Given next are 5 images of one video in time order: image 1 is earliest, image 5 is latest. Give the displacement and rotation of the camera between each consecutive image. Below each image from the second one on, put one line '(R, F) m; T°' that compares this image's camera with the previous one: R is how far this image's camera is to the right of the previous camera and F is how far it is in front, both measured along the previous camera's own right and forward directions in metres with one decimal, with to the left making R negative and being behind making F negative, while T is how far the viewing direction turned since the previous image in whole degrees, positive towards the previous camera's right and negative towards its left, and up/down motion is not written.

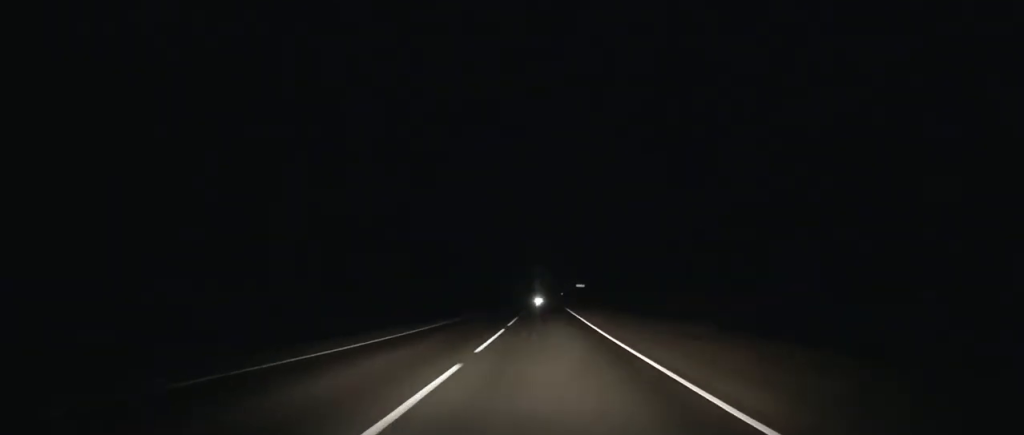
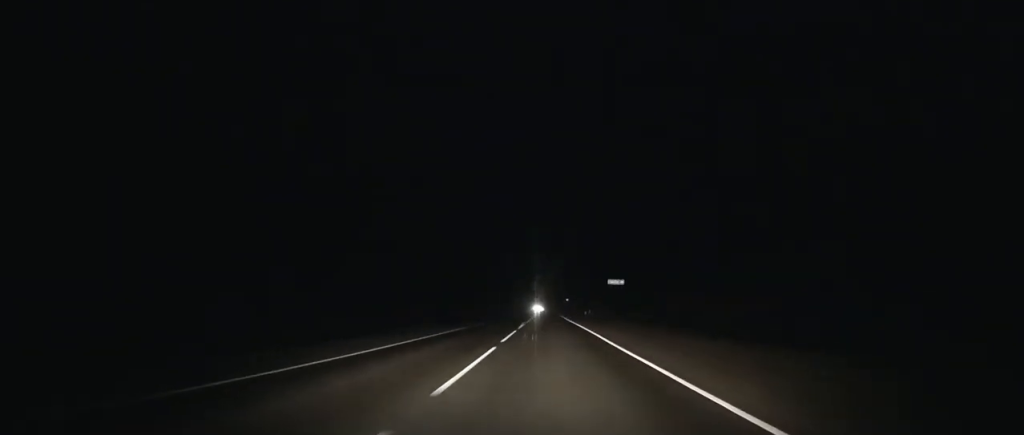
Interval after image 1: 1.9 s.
(-0.1, +52.7) m; 0°
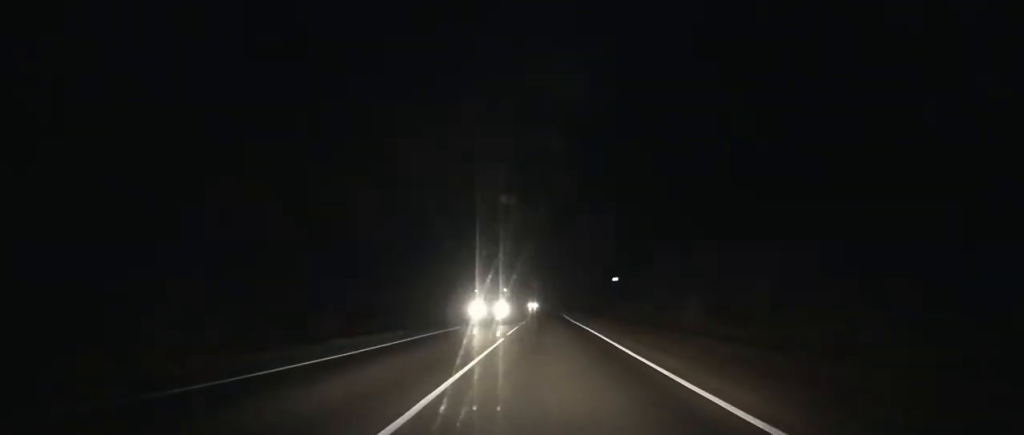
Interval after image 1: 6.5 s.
(+0.3, +128.8) m; 0°
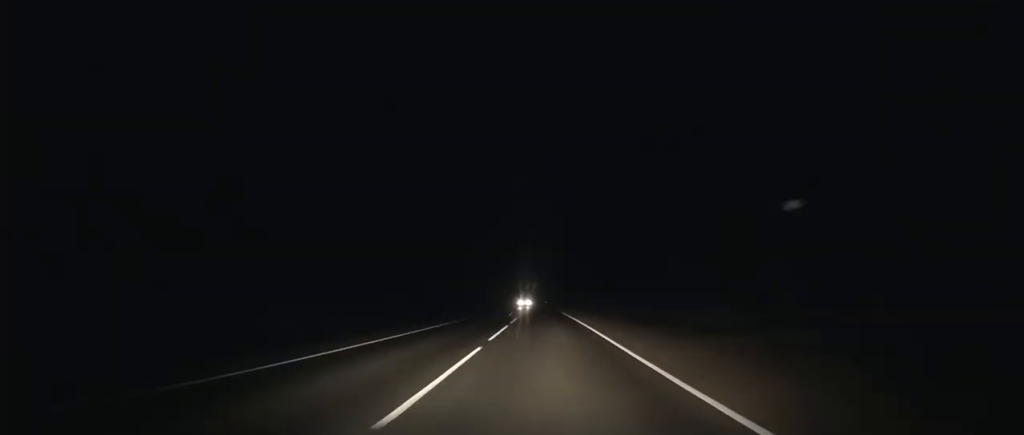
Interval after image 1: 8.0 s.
(0.0, +43.0) m; 0°
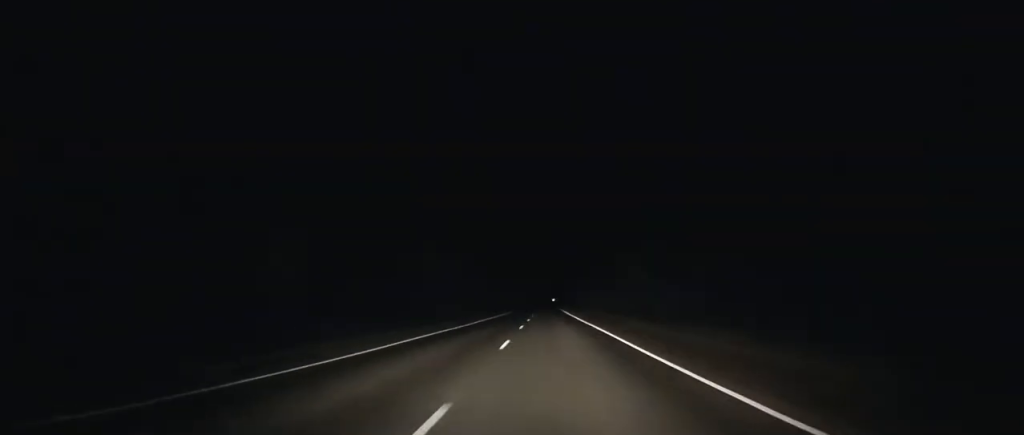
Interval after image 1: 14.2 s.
(-0.4, +176.8) m; 0°
